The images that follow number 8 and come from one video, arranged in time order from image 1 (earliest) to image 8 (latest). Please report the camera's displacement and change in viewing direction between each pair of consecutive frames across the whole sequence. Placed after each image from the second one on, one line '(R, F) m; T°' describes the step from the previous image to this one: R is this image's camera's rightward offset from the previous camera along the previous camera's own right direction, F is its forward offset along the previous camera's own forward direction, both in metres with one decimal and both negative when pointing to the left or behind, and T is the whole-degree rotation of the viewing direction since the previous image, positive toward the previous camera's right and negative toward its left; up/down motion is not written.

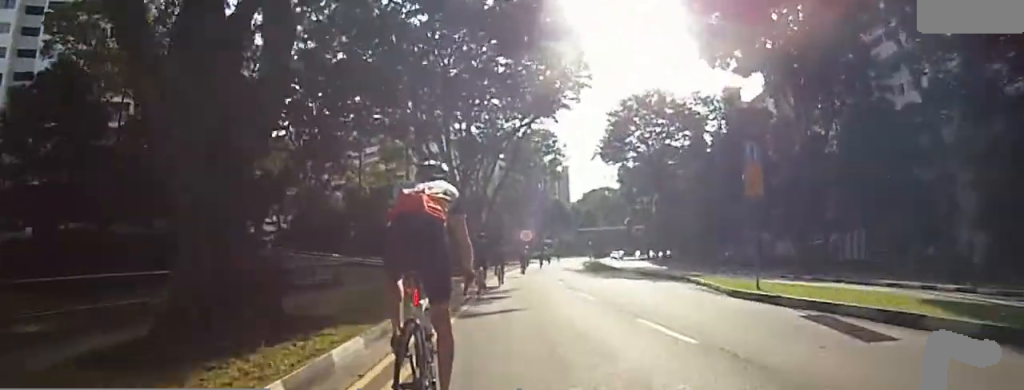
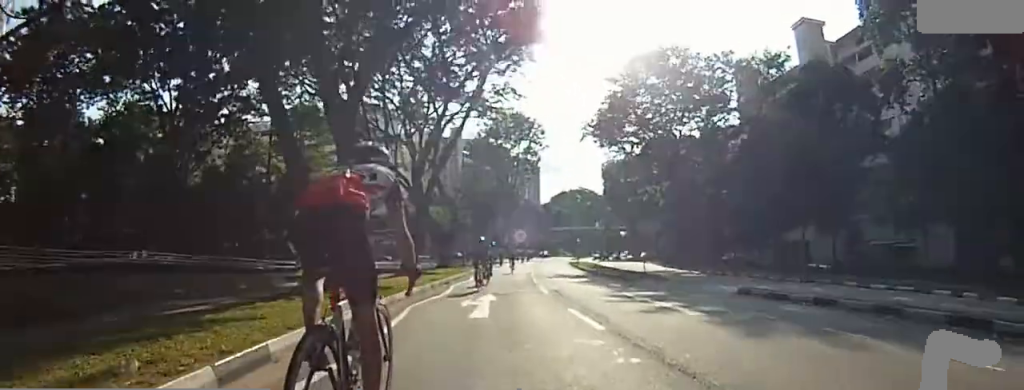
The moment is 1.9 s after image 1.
(+0.6, +16.7) m; 0°
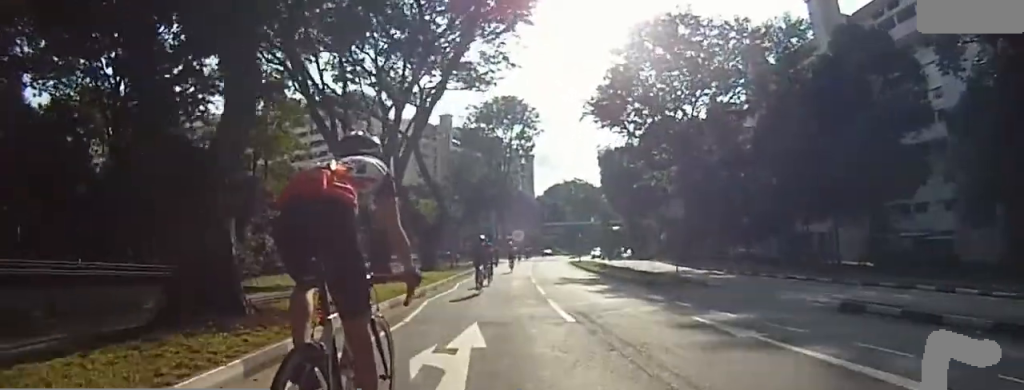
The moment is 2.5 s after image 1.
(0.0, +4.6) m; -2°
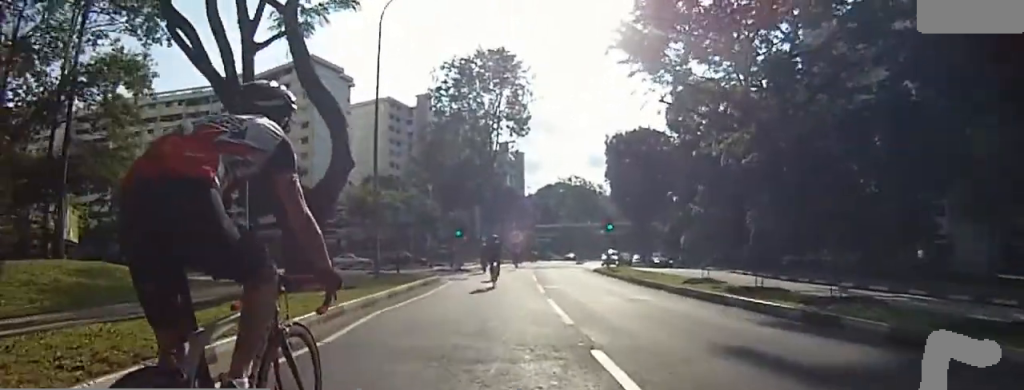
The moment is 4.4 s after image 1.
(0.0, +16.7) m; +13°
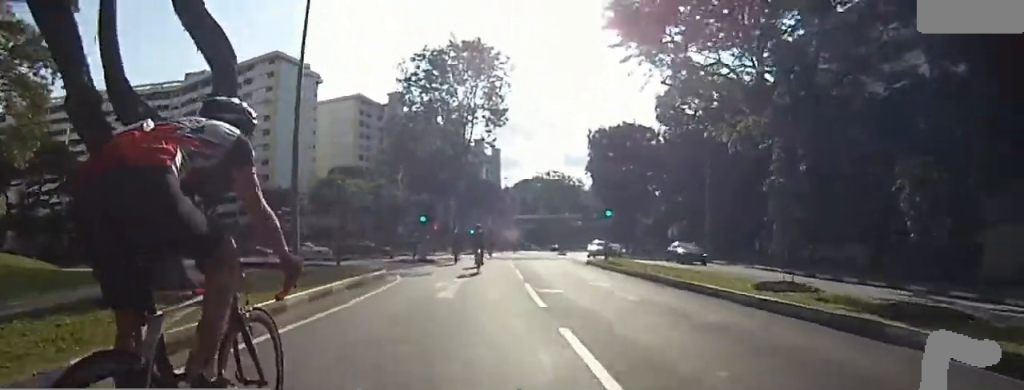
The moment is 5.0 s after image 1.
(+0.9, +5.4) m; +6°
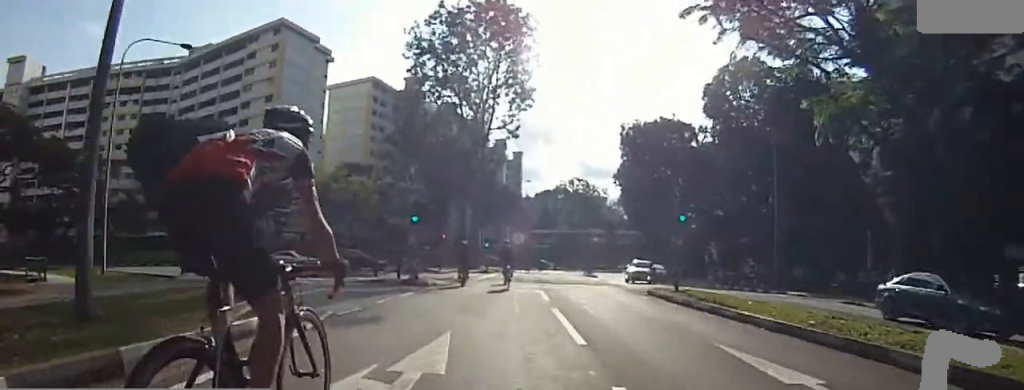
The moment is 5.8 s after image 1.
(+0.4, +7.9) m; +5°
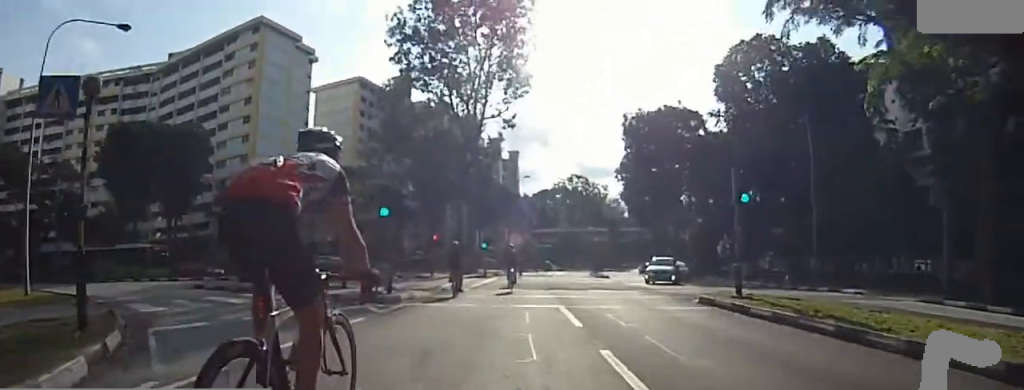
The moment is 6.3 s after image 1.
(-0.1, +4.8) m; +2°
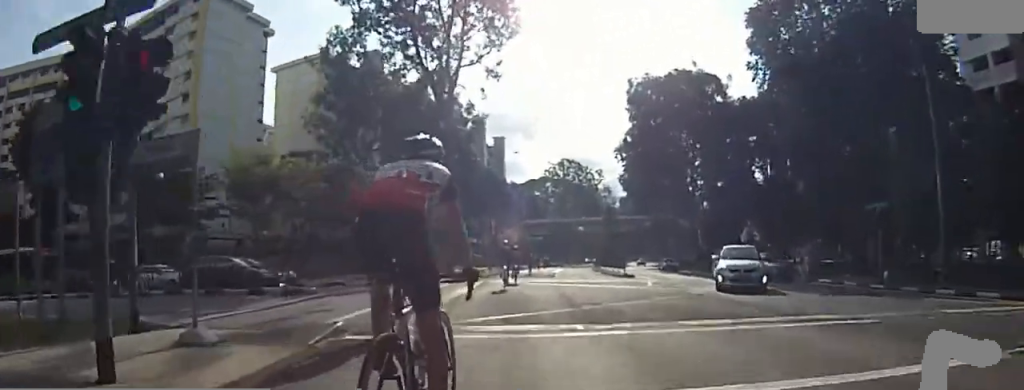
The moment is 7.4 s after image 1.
(+0.5, +11.0) m; -4°
